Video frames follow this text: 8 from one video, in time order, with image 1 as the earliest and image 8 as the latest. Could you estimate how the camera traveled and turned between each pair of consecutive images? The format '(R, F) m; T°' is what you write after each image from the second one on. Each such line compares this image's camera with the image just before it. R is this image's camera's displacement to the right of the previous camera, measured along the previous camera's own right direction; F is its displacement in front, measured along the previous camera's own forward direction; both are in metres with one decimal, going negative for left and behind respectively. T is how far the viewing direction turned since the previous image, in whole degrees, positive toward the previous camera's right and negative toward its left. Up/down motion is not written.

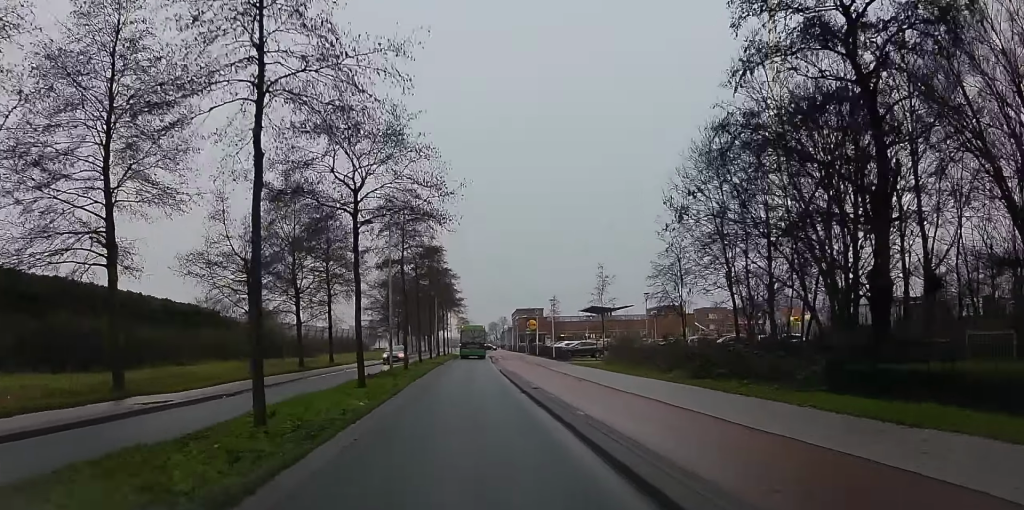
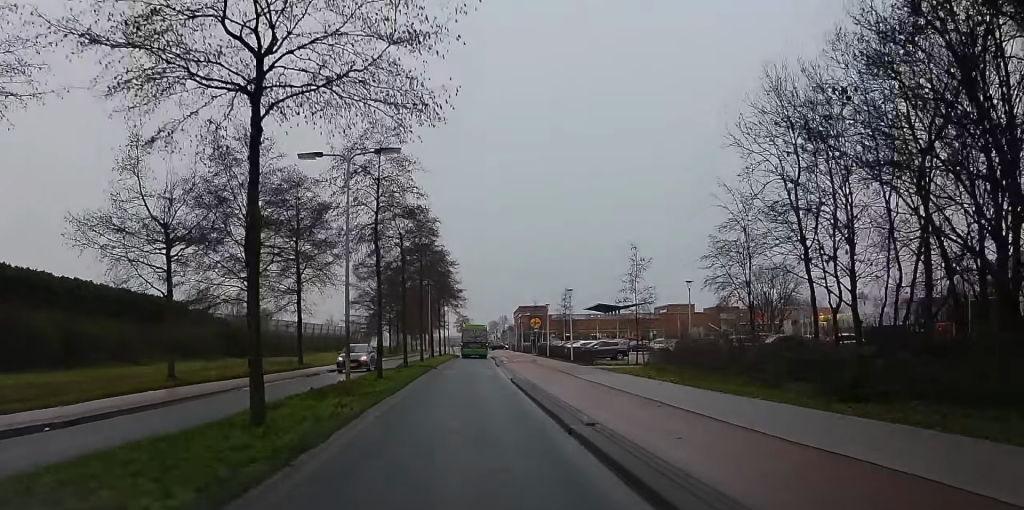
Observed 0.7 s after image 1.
(0.0, +9.9) m; +2°
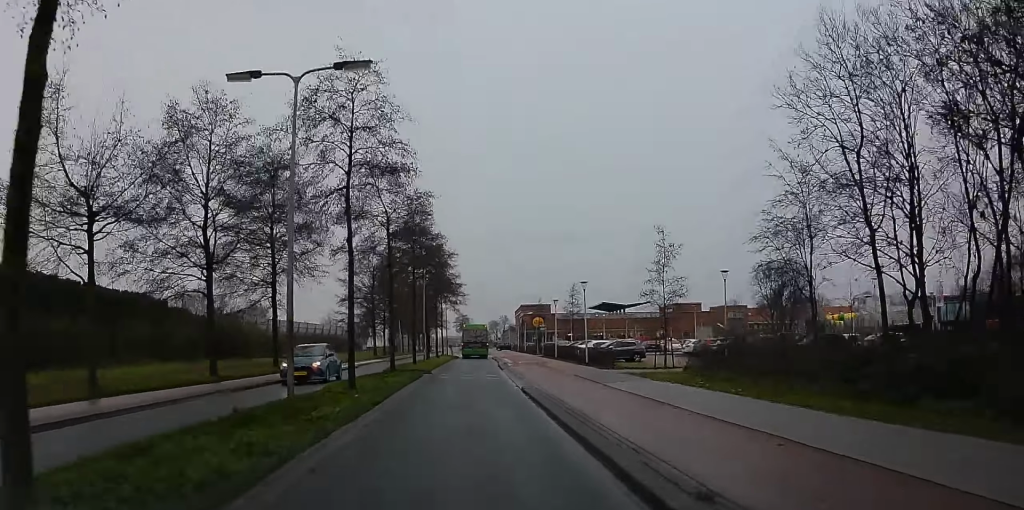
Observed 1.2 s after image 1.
(+0.5, +6.1) m; 0°
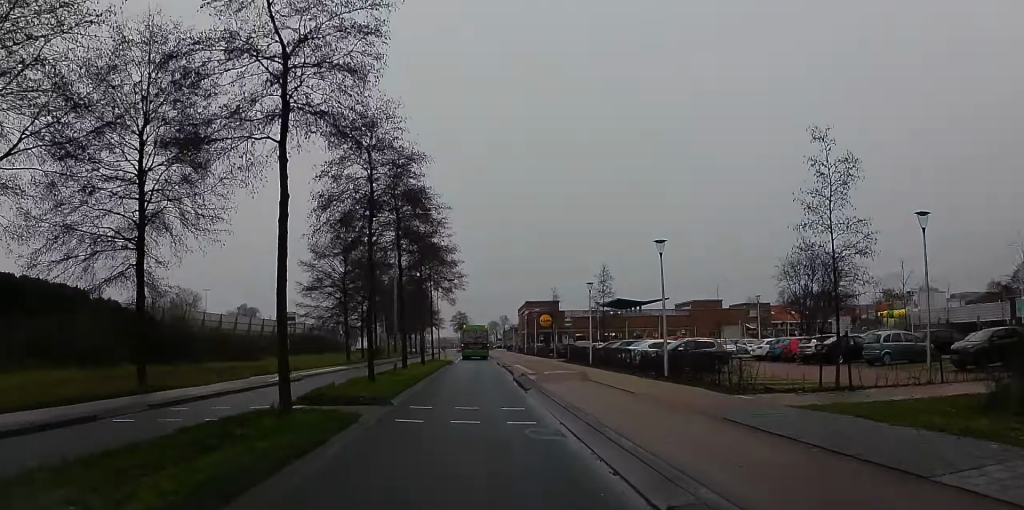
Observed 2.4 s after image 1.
(-0.6, +17.2) m; -3°
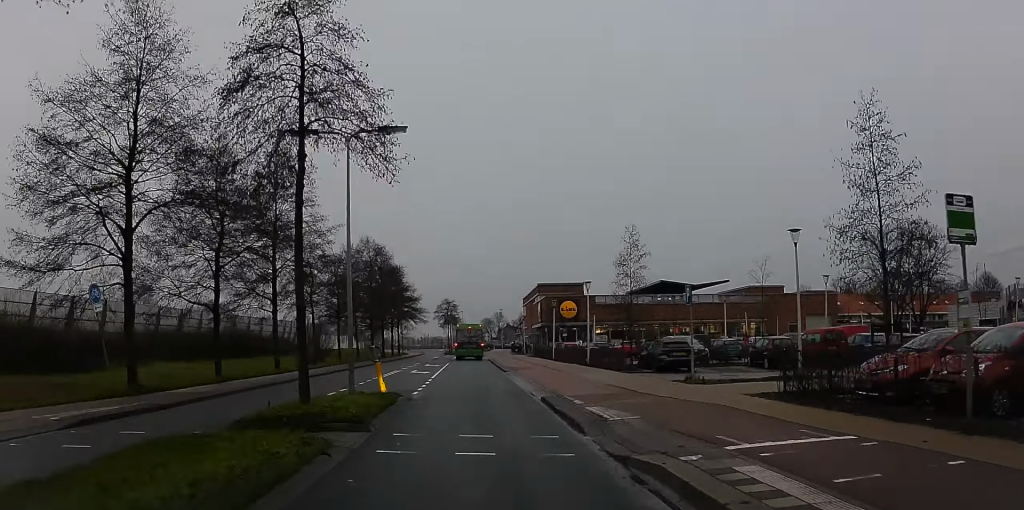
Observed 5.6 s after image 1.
(+1.5, +38.4) m; +3°
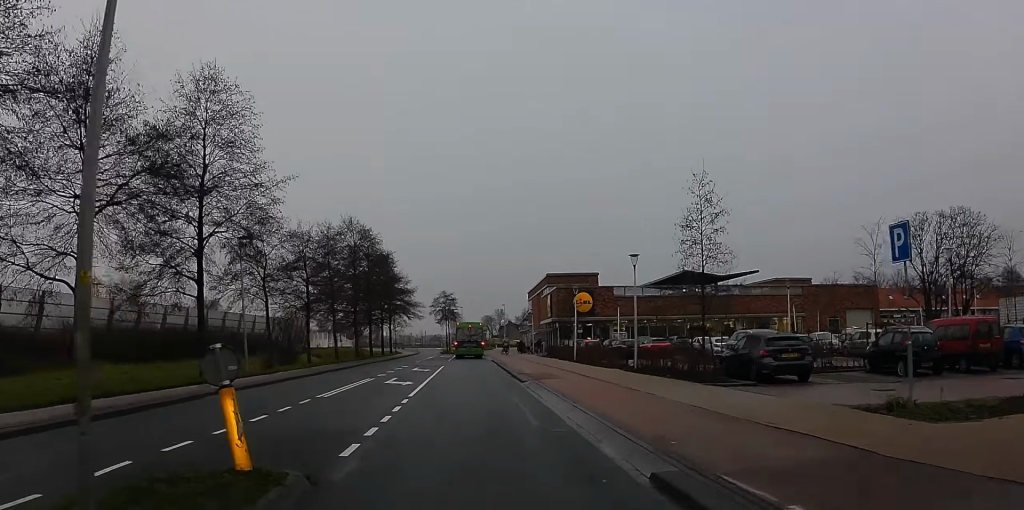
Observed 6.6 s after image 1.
(0.0, +11.3) m; -1°
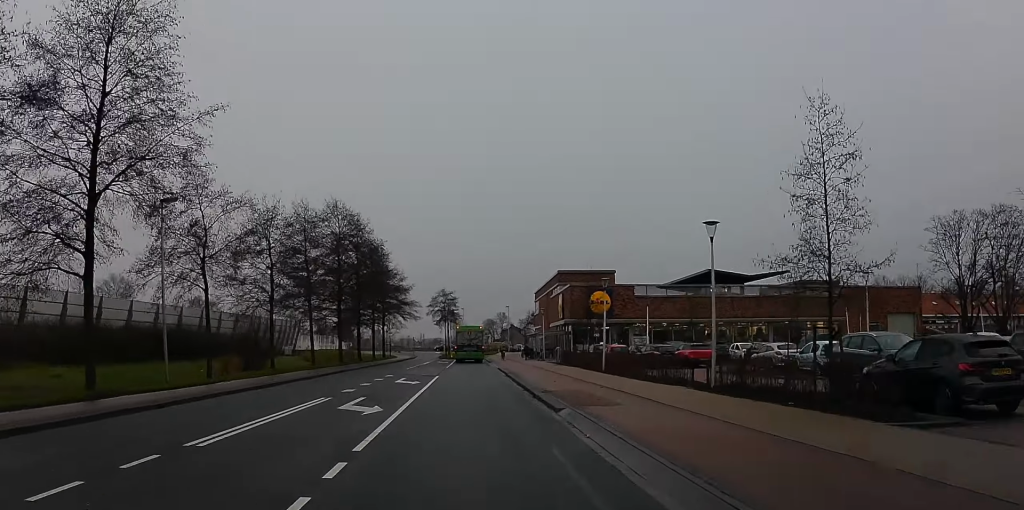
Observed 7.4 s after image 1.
(-0.2, +9.1) m; 0°
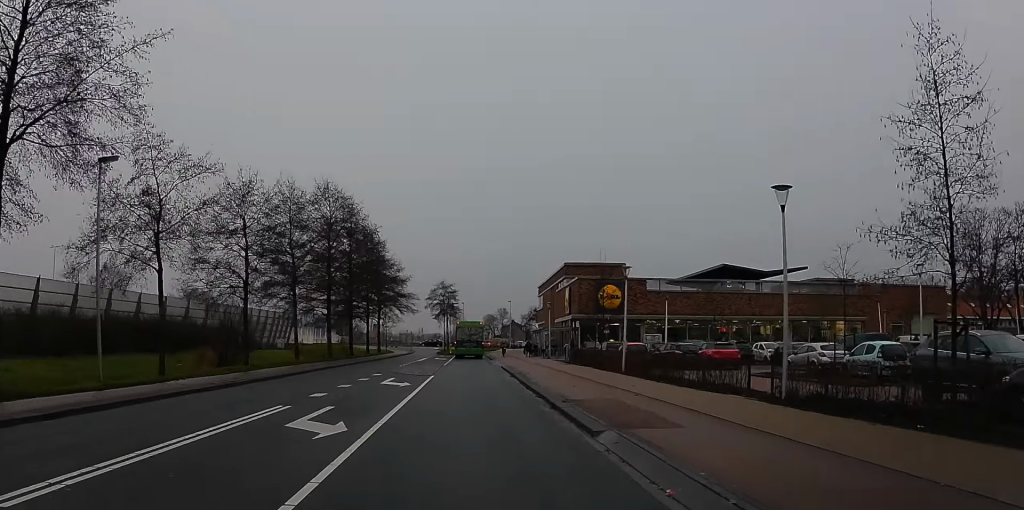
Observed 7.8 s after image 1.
(+0.1, +4.7) m; +1°
